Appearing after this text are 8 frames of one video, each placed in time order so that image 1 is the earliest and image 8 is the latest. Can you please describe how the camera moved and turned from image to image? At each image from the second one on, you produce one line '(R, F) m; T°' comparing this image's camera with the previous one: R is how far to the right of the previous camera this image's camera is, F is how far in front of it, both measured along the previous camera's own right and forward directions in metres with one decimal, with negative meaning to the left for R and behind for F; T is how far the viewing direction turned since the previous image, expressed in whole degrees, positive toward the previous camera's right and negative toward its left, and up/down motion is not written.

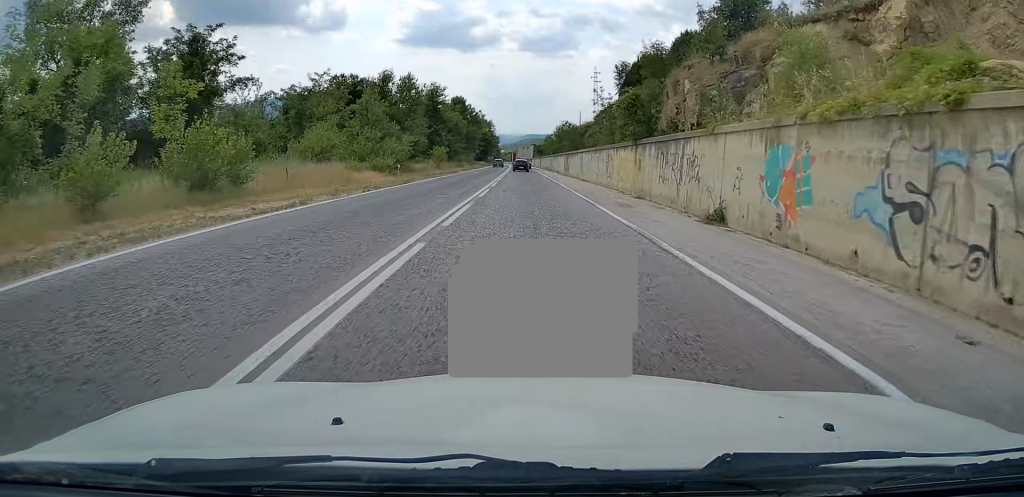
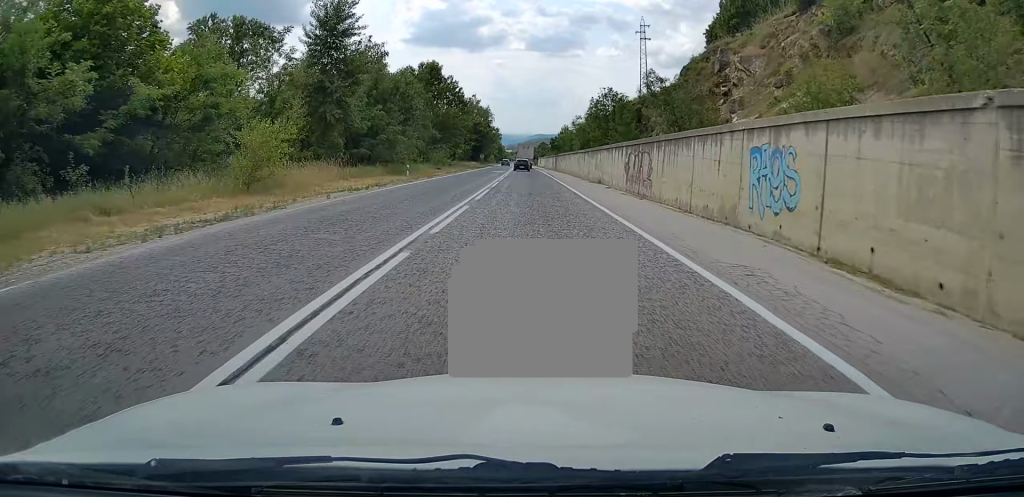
(0.0, +46.5) m; 0°
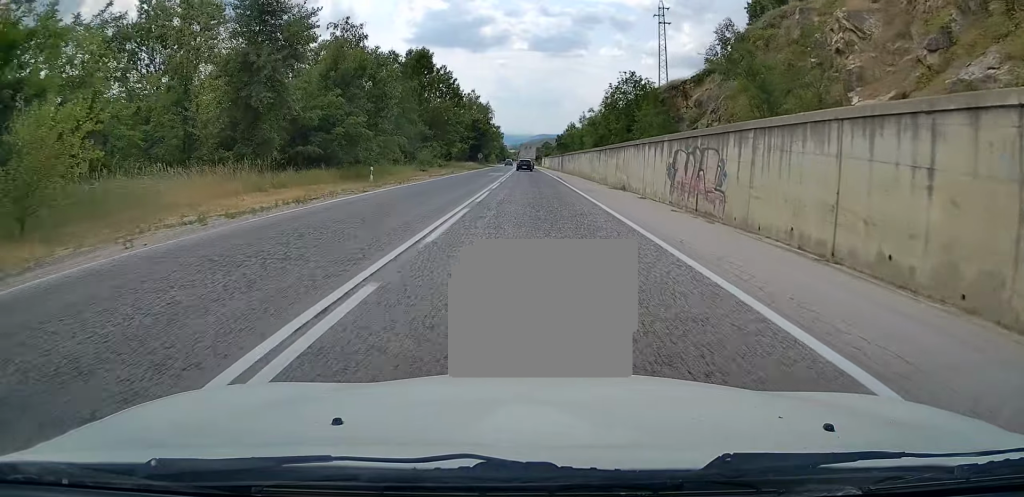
(0.0, +10.4) m; 0°
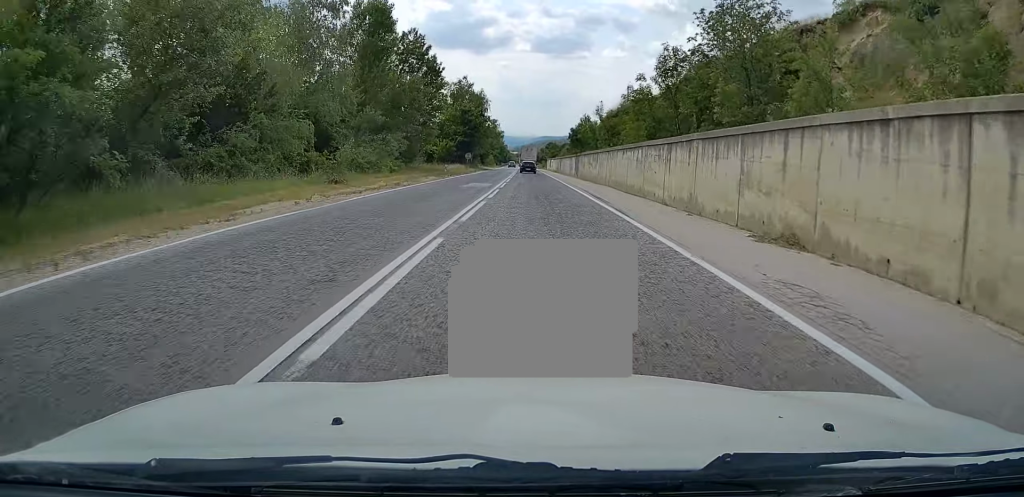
(-0.1, +23.7) m; -1°
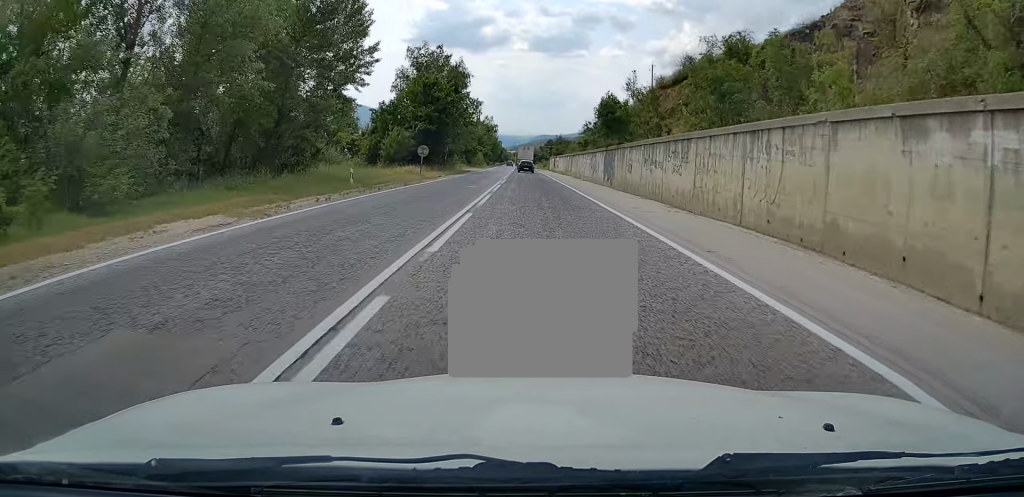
(-0.2, +30.4) m; 0°
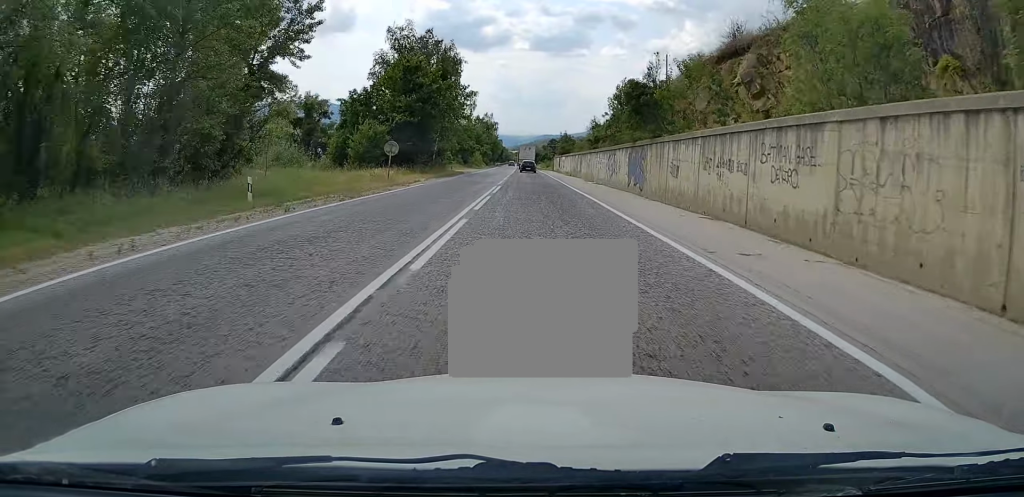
(+0.1, +10.4) m; +1°
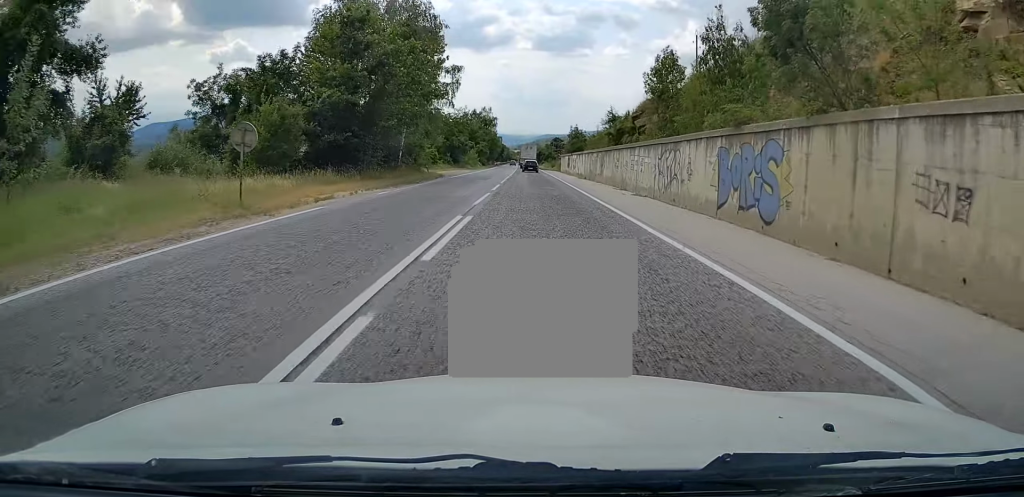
(0.0, +17.1) m; -1°
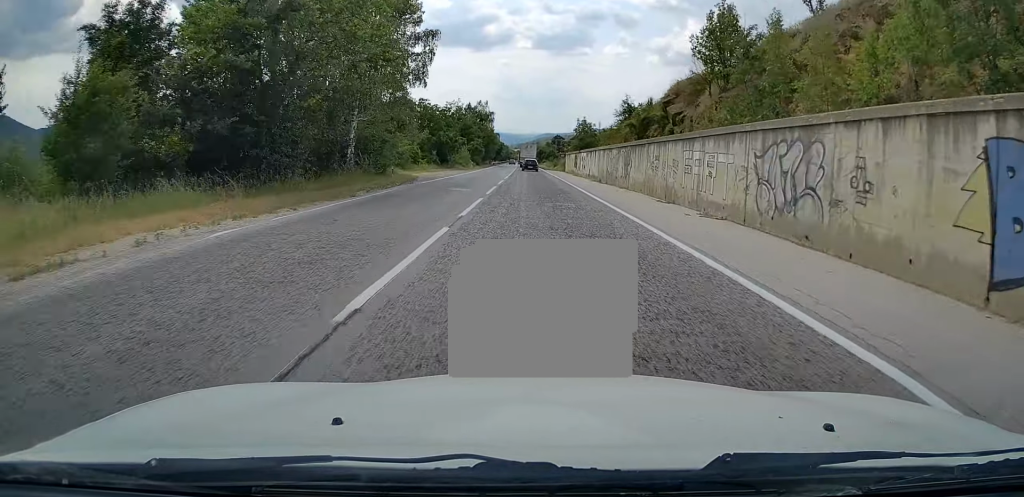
(0.0, +12.6) m; -1°
